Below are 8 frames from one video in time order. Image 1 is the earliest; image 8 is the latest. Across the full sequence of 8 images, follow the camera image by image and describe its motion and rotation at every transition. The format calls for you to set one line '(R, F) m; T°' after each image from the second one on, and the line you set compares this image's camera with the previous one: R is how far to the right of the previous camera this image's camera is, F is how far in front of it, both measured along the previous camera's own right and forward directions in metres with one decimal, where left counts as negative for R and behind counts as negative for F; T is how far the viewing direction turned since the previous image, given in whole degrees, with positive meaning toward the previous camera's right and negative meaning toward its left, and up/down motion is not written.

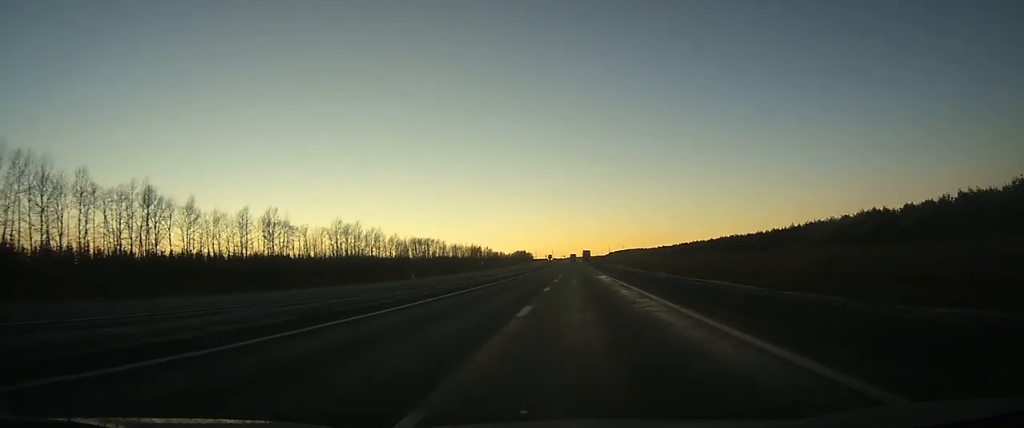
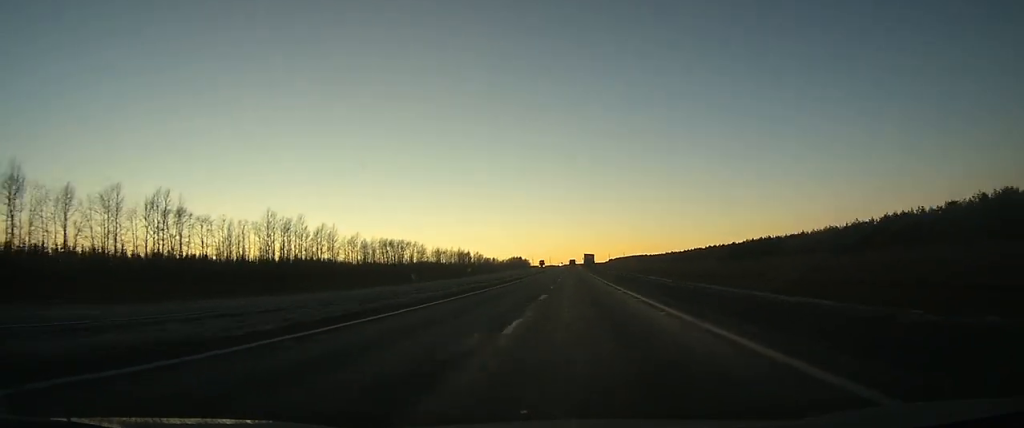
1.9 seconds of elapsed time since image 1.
(-0.1, +50.9) m; 0°
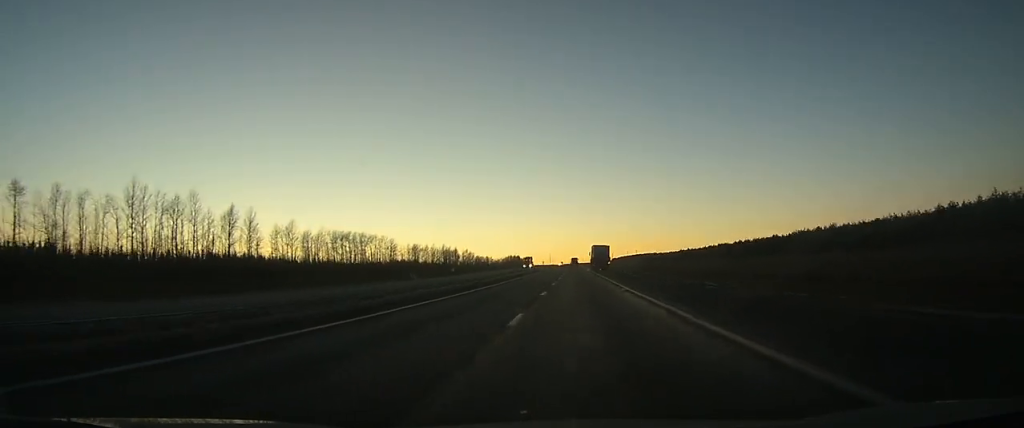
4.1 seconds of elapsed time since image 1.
(+0.4, +59.6) m; 0°
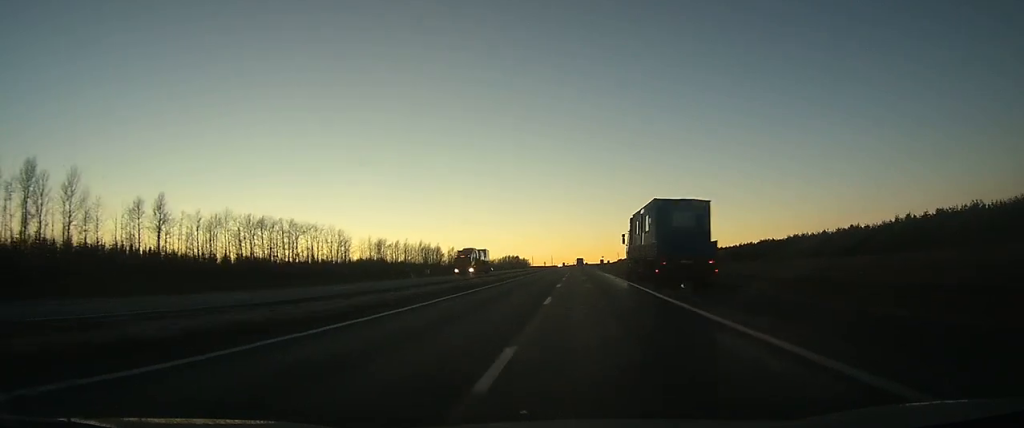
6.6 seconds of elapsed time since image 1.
(-0.1, +68.8) m; 0°
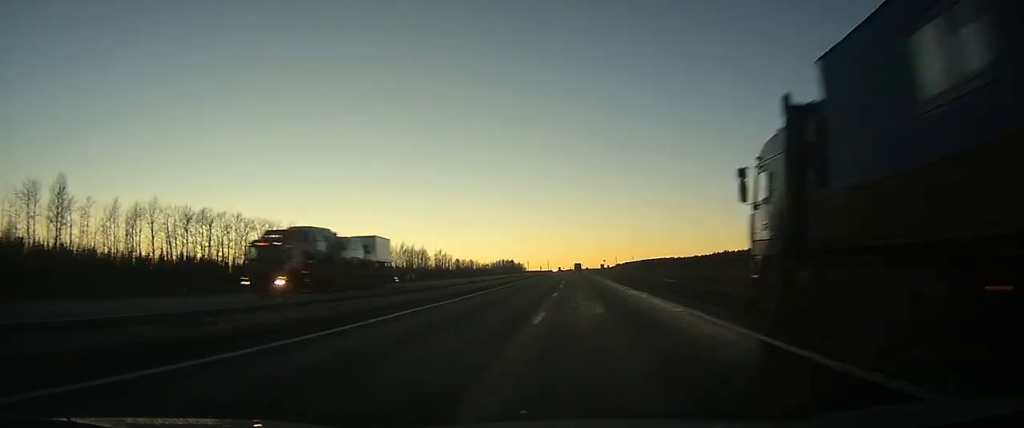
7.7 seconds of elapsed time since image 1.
(0.0, +30.9) m; 0°
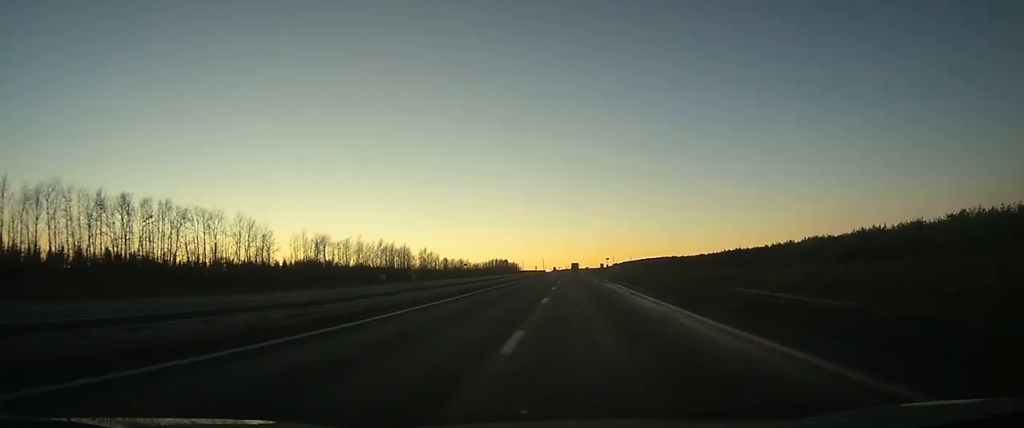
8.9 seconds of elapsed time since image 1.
(0.0, +30.8) m; 0°
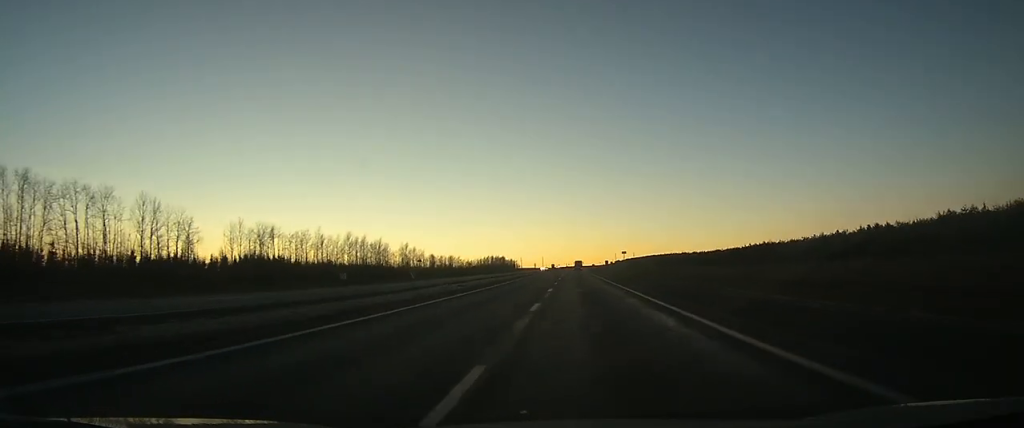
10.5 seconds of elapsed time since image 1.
(+0.1, +41.4) m; 0°
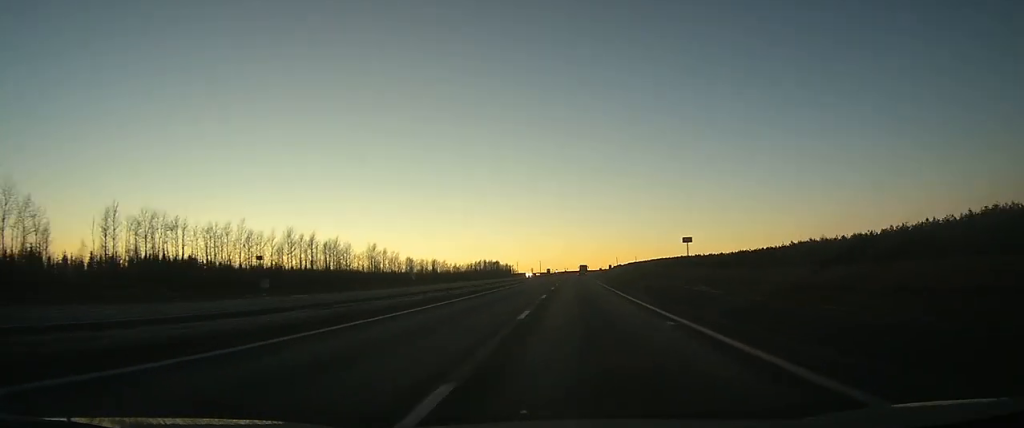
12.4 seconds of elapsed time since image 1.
(+0.3, +49.9) m; +1°
